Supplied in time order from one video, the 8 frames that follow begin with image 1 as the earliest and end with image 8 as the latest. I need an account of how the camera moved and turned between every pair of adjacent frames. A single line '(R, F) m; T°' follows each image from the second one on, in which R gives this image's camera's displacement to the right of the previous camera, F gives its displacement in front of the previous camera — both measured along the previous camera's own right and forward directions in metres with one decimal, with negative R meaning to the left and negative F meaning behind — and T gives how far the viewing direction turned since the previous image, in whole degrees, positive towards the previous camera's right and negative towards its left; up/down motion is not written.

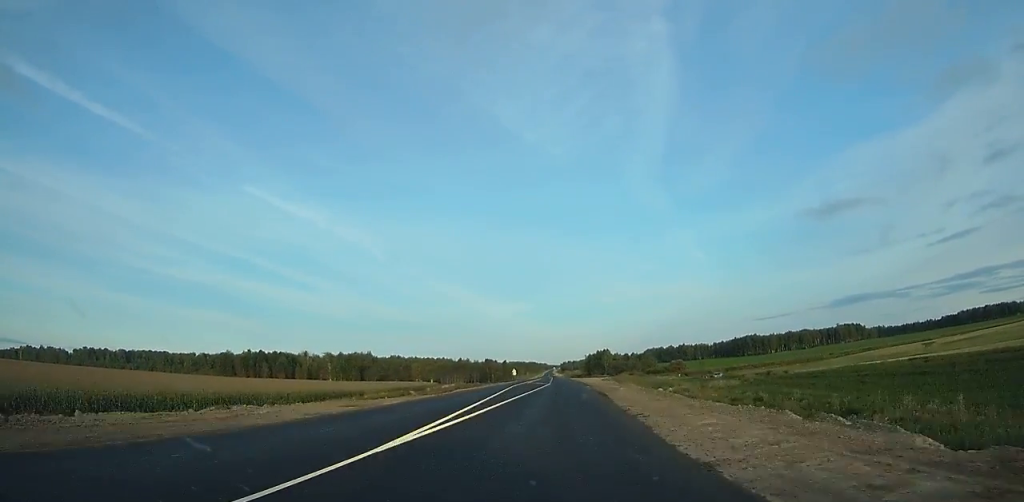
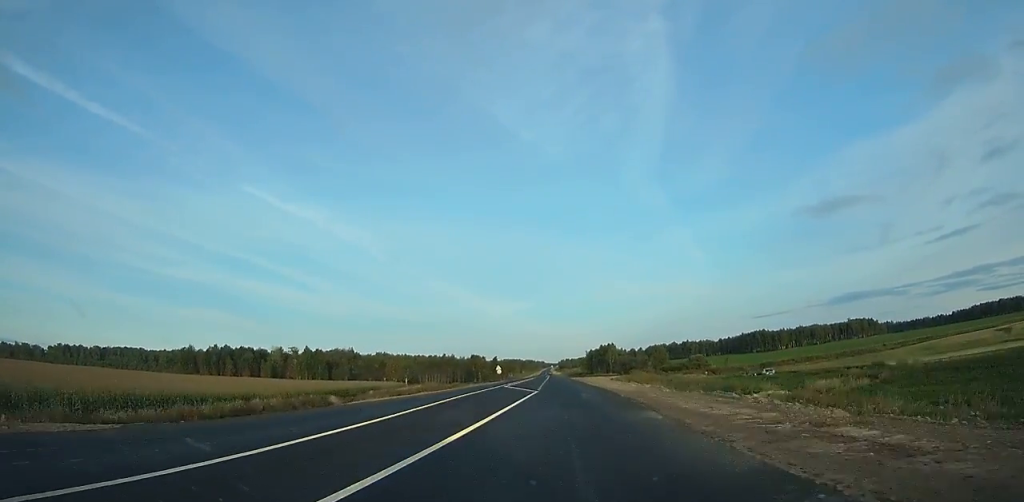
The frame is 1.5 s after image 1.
(+0.1, +38.1) m; 0°
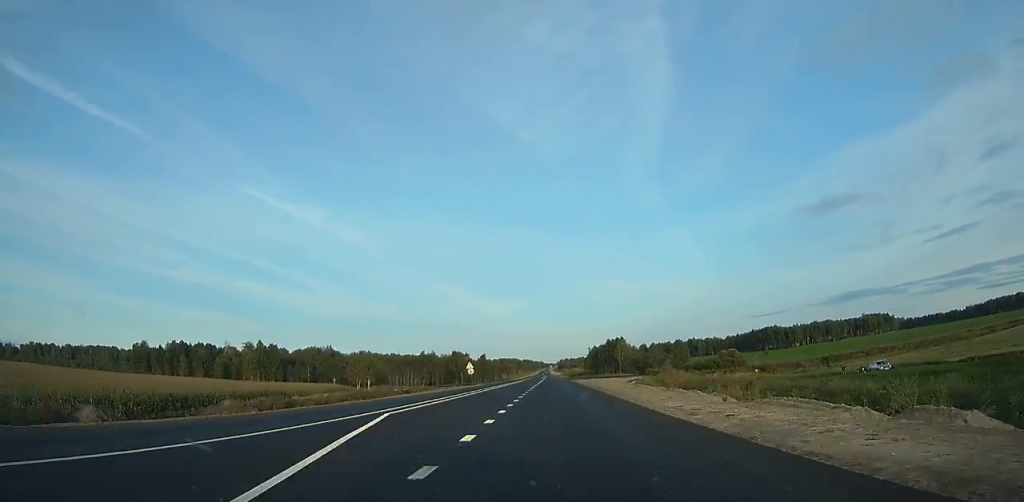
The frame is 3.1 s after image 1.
(+0.1, +41.1) m; 0°
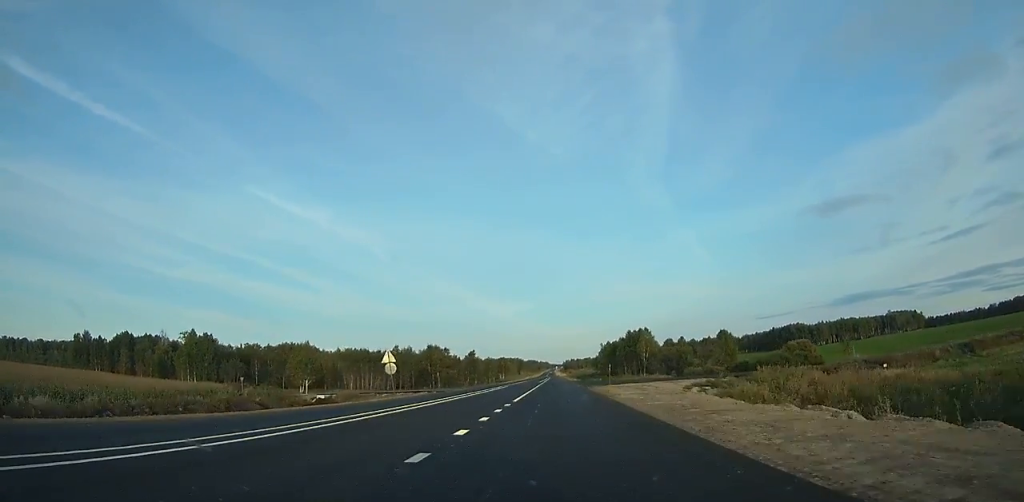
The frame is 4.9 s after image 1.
(+0.1, +46.4) m; 0°
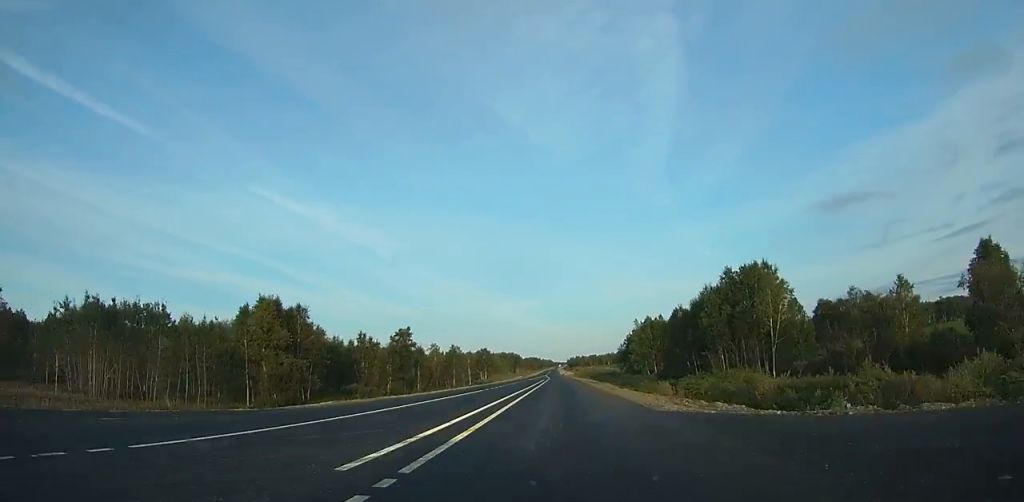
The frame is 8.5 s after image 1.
(-0.5, +93.1) m; -1°
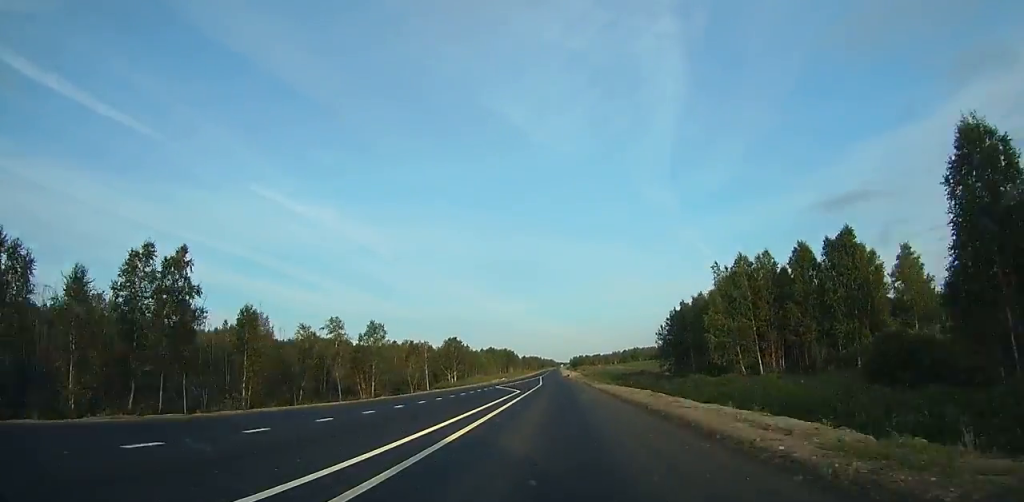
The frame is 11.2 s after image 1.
(-0.1, +70.0) m; 0°
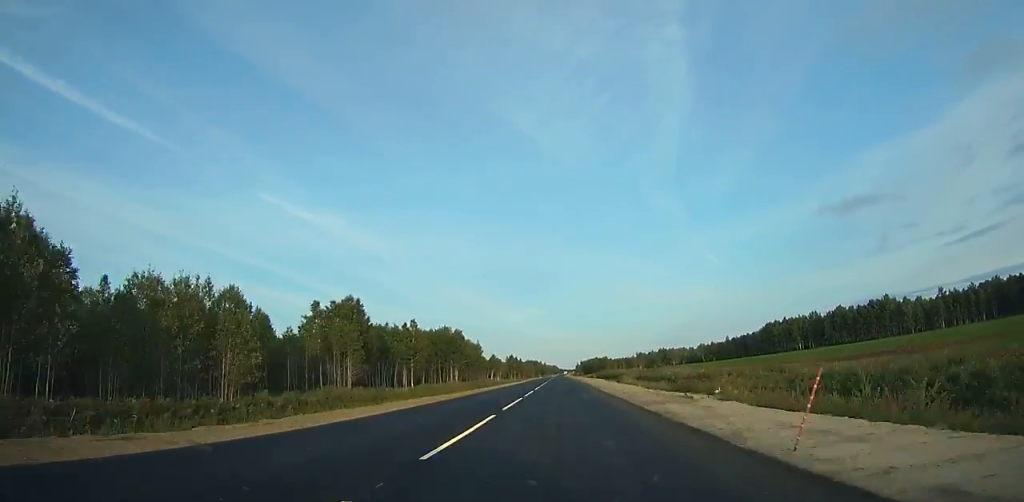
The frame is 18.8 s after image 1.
(-1.4, +198.4) m; 0°
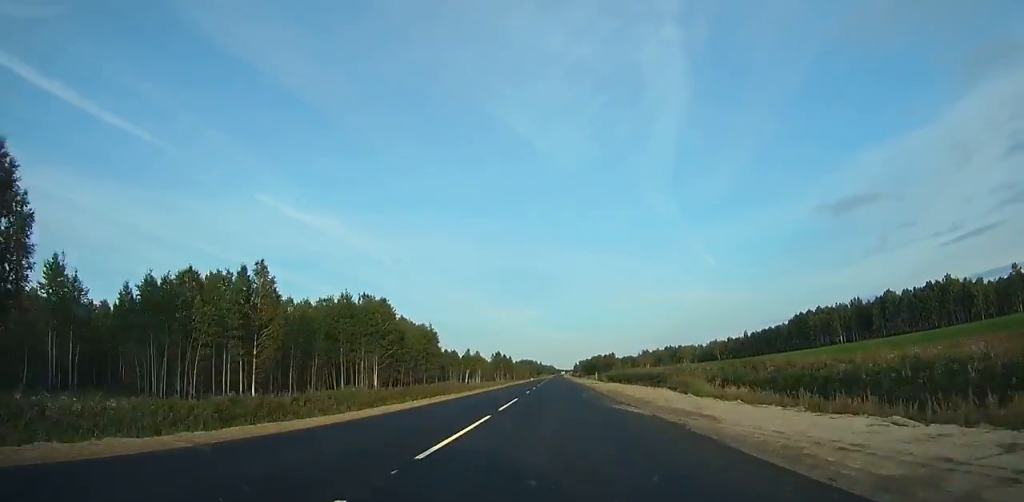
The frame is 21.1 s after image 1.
(0.0, +60.5) m; 0°
